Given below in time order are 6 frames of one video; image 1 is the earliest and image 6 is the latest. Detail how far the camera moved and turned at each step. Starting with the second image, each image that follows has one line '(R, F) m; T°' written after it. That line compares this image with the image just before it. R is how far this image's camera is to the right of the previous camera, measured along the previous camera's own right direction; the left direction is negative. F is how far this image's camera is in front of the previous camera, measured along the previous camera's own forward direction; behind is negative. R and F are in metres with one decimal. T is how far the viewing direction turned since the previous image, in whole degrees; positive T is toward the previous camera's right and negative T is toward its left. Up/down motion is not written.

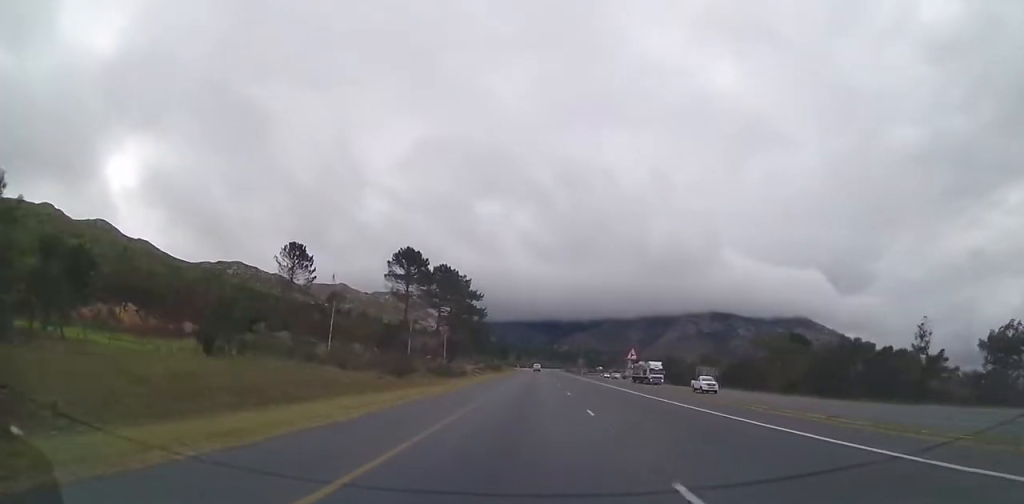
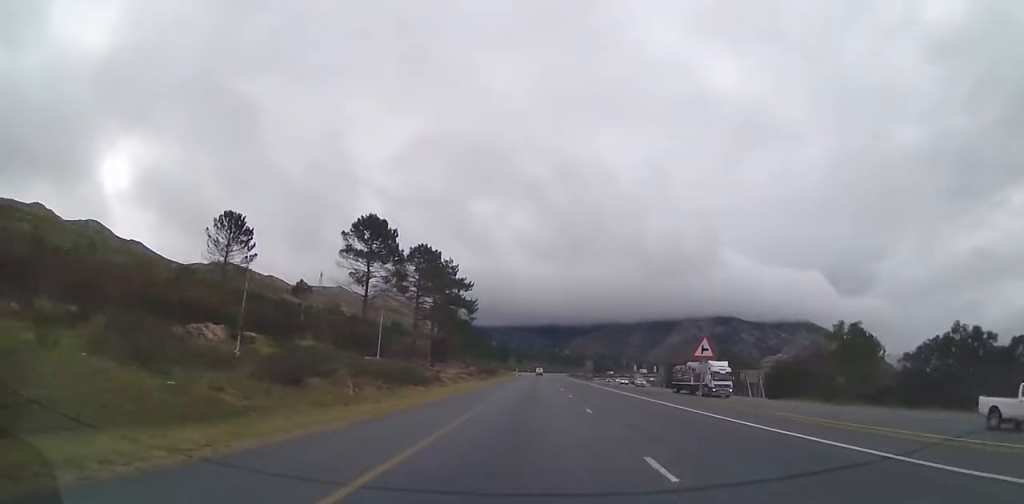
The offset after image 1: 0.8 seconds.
(+0.1, +21.5) m; 0°
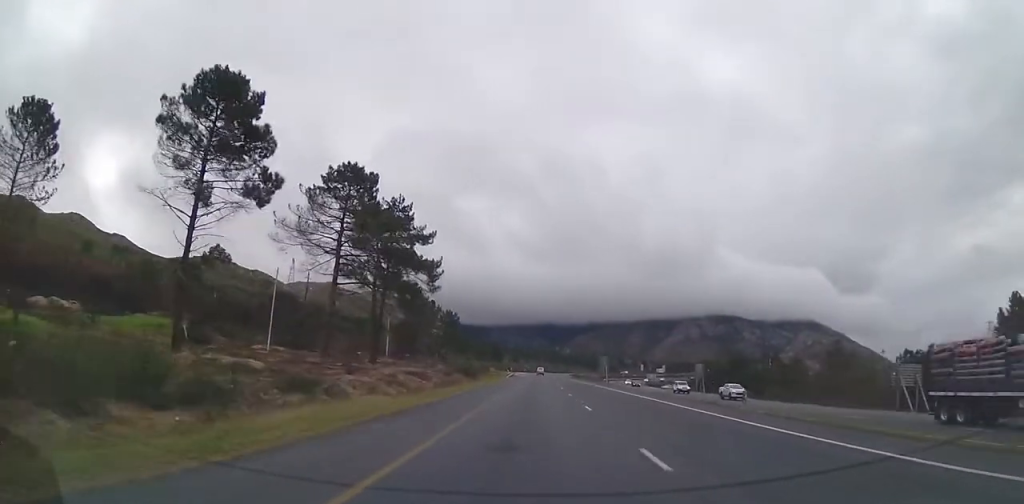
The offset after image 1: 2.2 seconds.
(0.0, +35.0) m; 0°
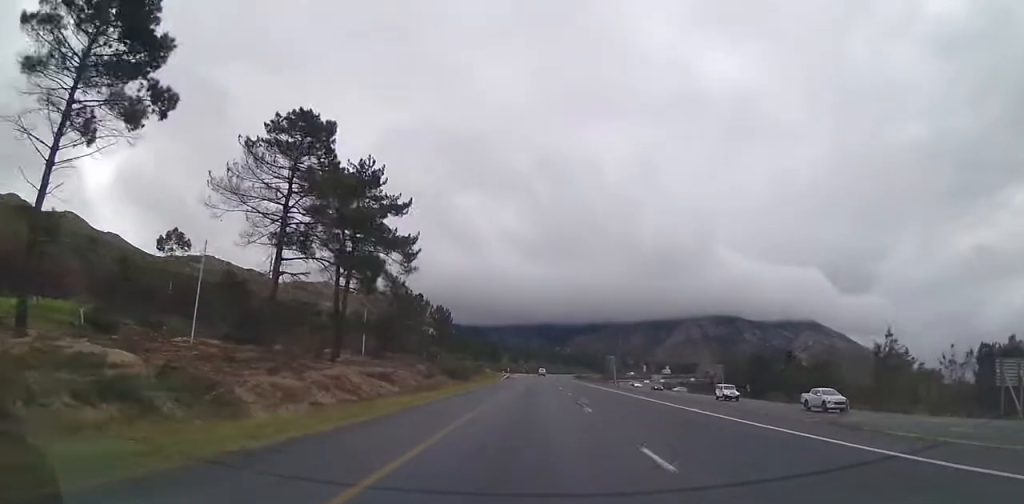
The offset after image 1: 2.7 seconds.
(0.0, +12.0) m; 0°
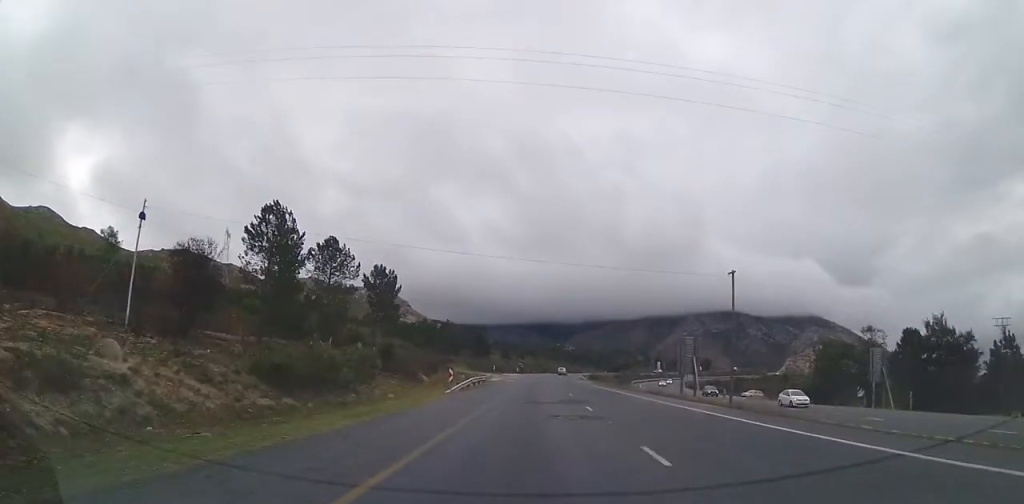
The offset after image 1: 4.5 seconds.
(0.0, +47.2) m; -1°
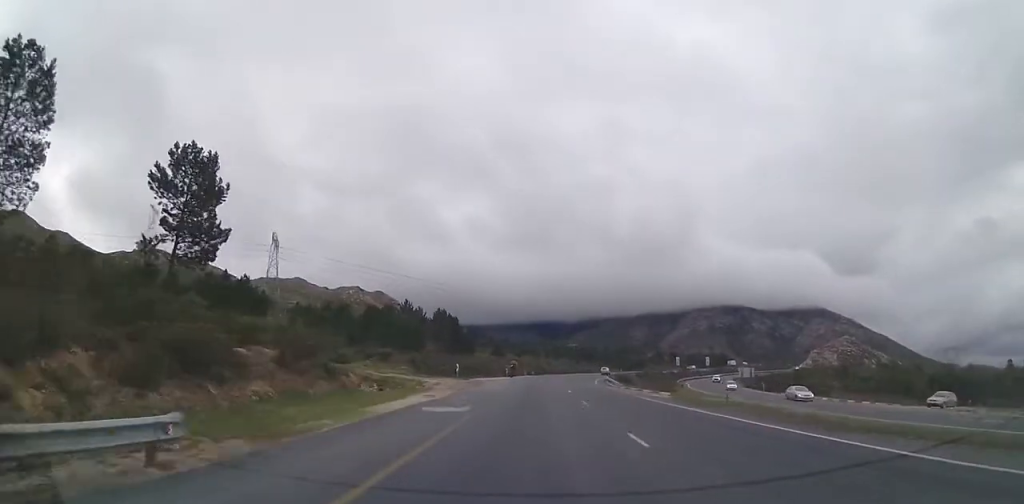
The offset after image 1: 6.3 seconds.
(-0.1, +46.0) m; +1°
